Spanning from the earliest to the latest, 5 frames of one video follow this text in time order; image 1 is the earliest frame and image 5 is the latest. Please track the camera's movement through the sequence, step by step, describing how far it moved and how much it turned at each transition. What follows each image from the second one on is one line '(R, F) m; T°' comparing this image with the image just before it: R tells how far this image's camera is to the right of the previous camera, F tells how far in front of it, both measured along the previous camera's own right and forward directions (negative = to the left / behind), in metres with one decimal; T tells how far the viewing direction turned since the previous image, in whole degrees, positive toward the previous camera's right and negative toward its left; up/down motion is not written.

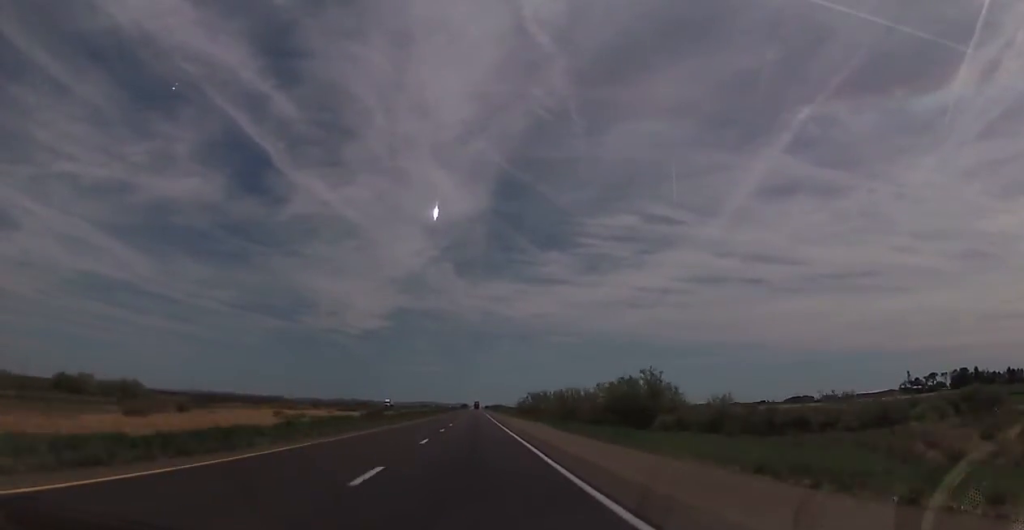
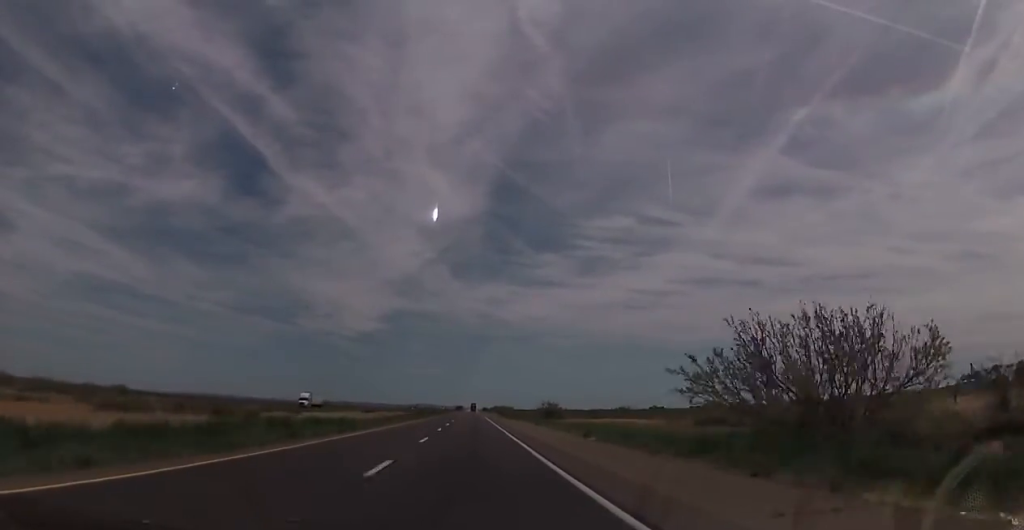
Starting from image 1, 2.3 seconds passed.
(0.0, +77.8) m; 0°
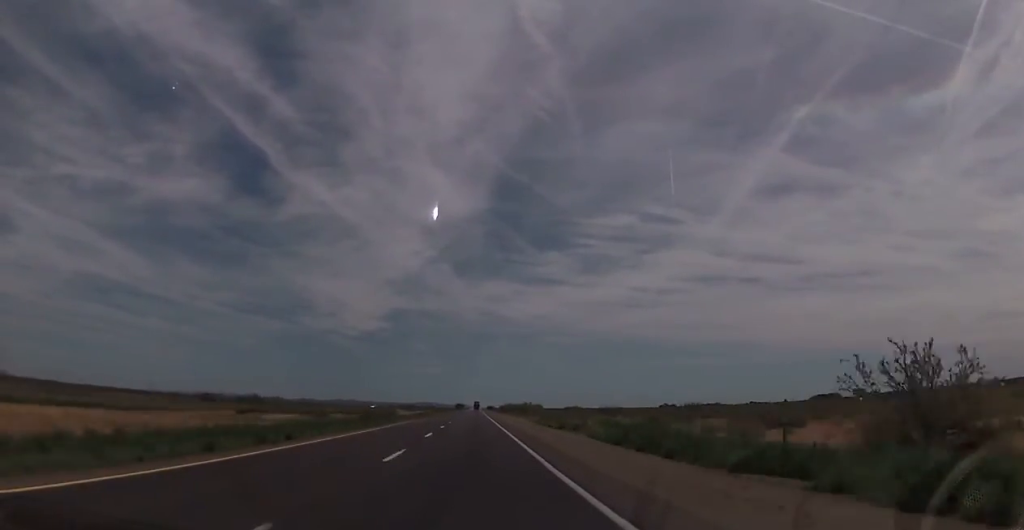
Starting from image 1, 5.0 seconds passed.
(0.0, +84.9) m; 0°
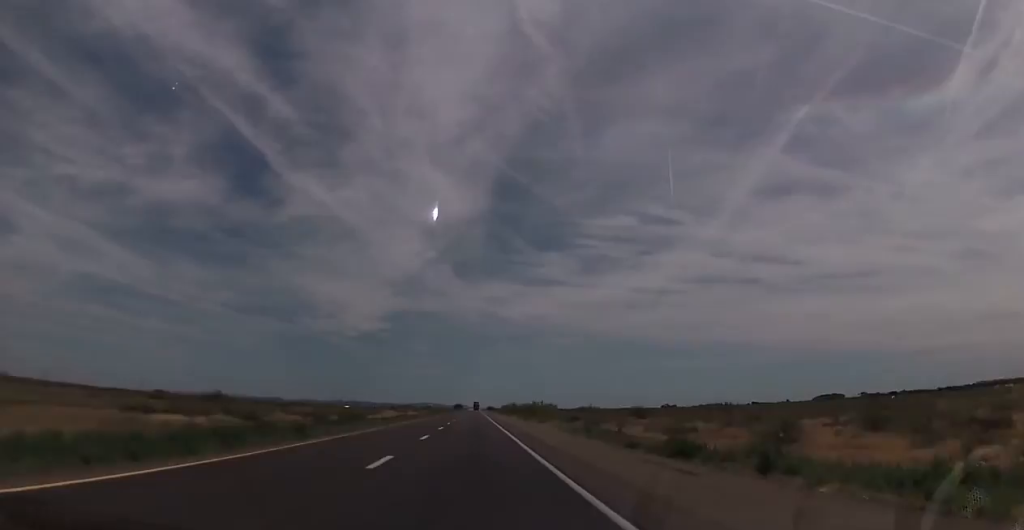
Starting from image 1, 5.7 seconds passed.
(+0.2, +24.6) m; 0°
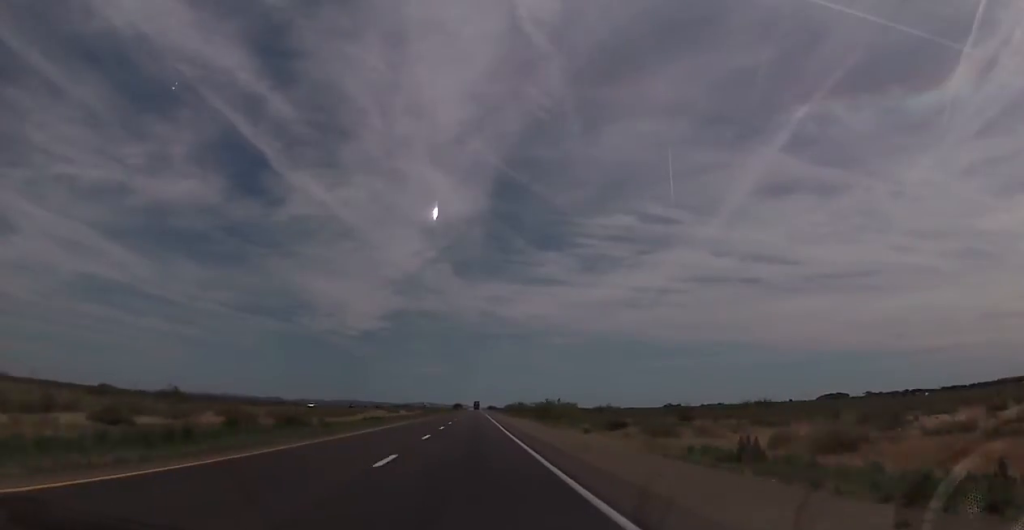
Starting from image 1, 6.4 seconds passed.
(-0.3, +23.0) m; 0°
